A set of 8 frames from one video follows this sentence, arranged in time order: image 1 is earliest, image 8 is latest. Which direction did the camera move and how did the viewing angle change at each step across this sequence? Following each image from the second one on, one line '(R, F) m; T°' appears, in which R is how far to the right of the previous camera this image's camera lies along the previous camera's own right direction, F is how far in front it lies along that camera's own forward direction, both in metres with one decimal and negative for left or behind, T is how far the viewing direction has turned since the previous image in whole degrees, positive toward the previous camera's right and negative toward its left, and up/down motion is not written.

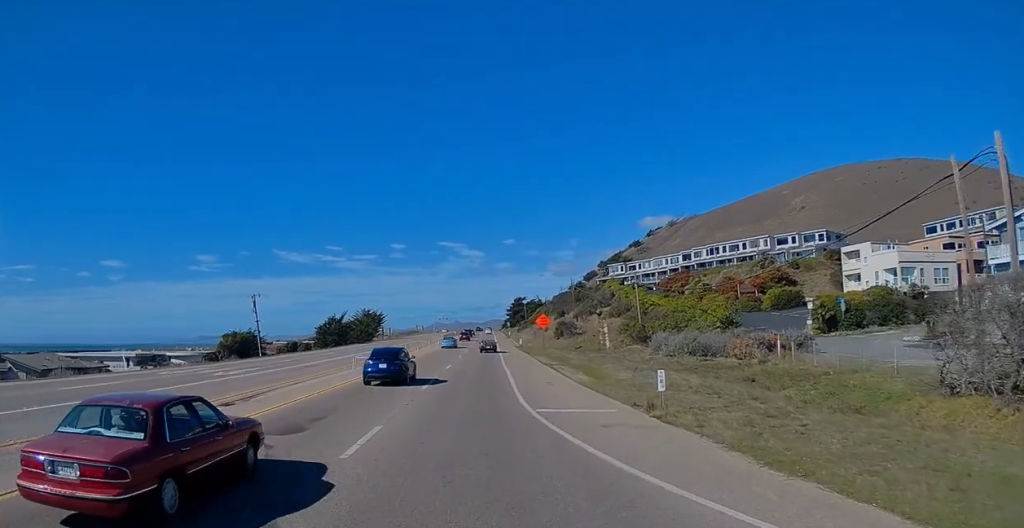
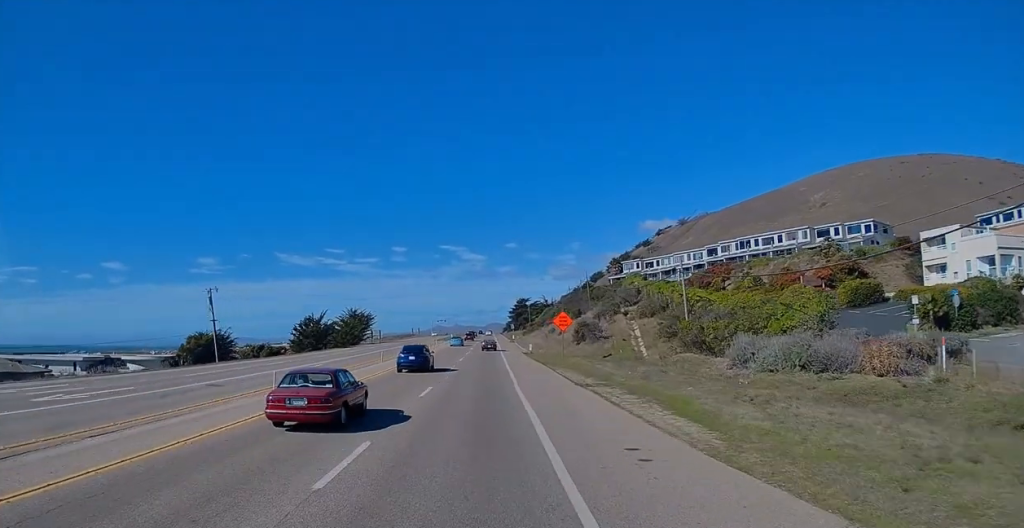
(-0.3, +17.4) m; -2°
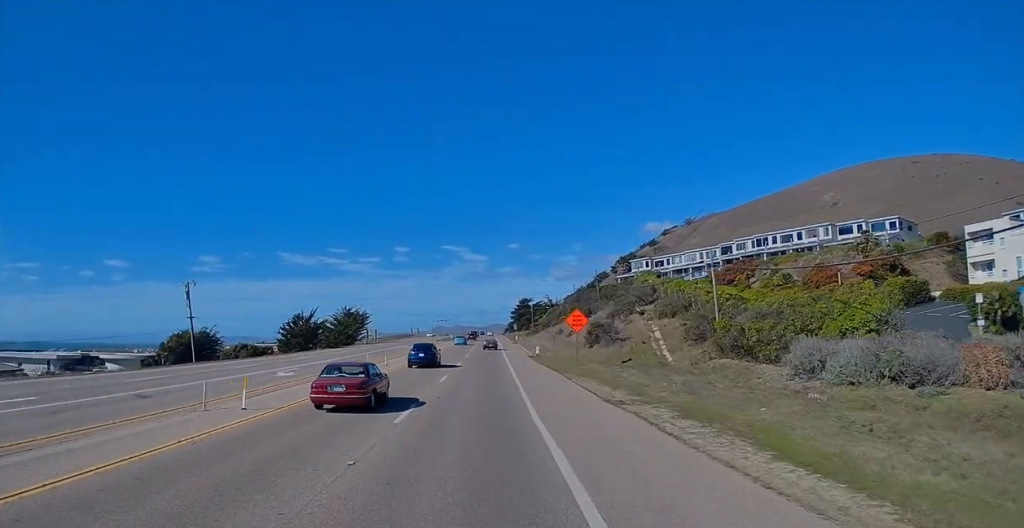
(-0.3, +7.2) m; 0°
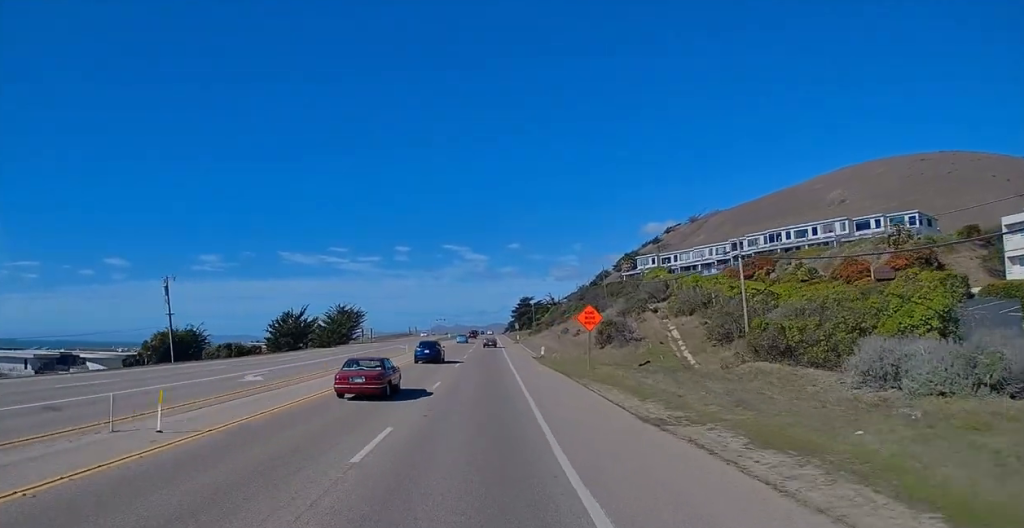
(0.0, +5.5) m; 0°
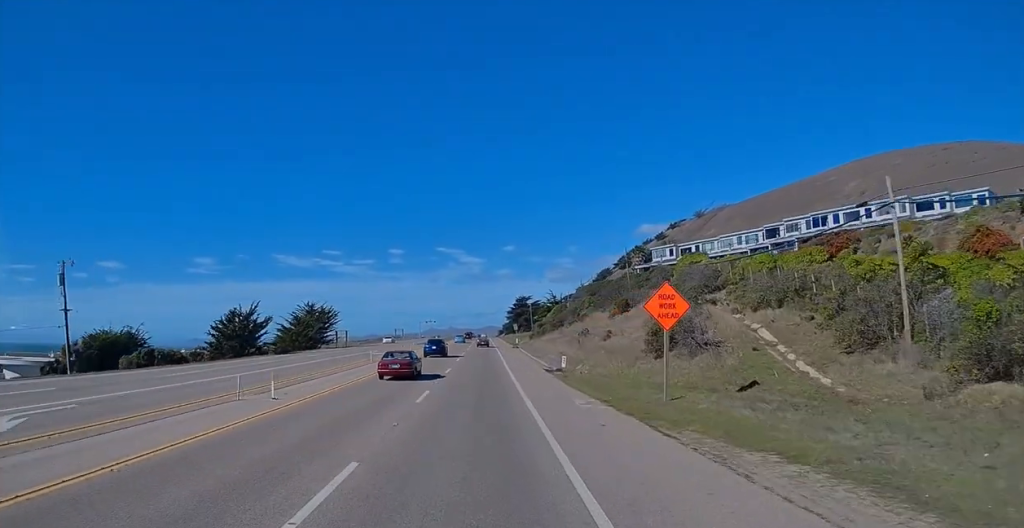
(+0.5, +19.0) m; +1°
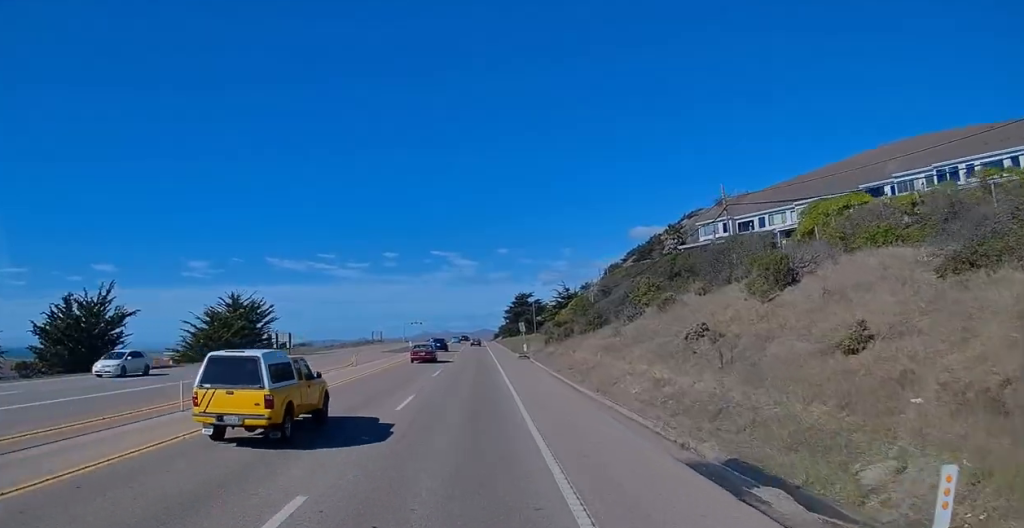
(-0.6, +31.7) m; -1°
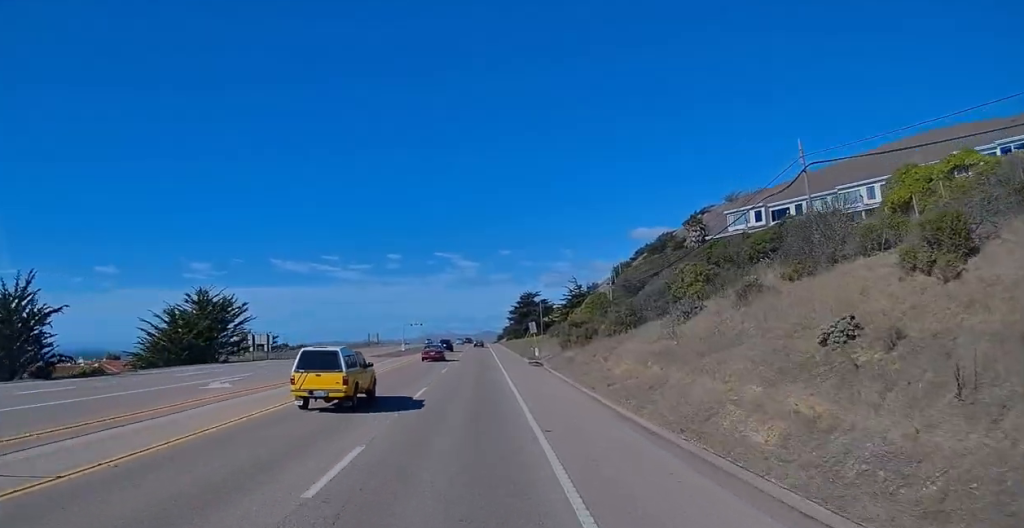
(0.0, +10.3) m; 0°
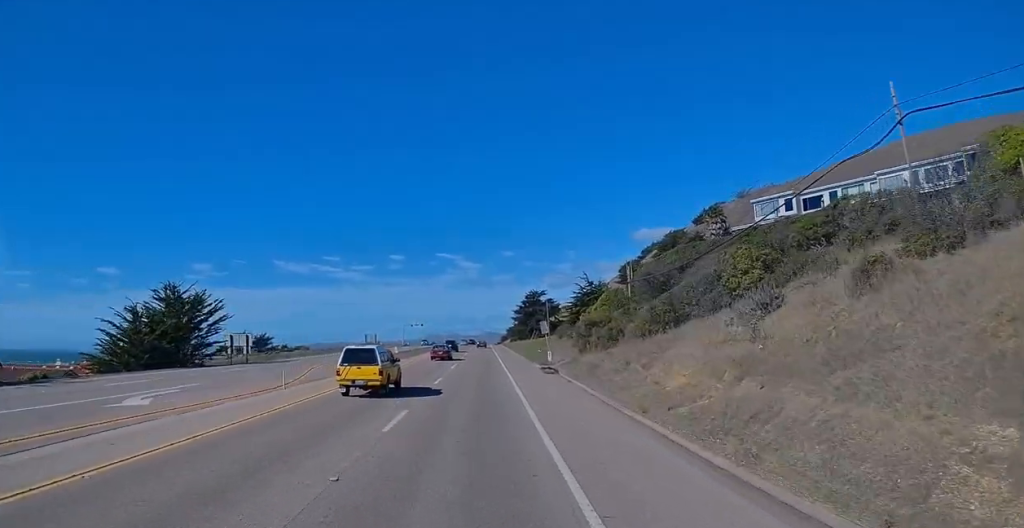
(+0.1, +7.9) m; 0°
